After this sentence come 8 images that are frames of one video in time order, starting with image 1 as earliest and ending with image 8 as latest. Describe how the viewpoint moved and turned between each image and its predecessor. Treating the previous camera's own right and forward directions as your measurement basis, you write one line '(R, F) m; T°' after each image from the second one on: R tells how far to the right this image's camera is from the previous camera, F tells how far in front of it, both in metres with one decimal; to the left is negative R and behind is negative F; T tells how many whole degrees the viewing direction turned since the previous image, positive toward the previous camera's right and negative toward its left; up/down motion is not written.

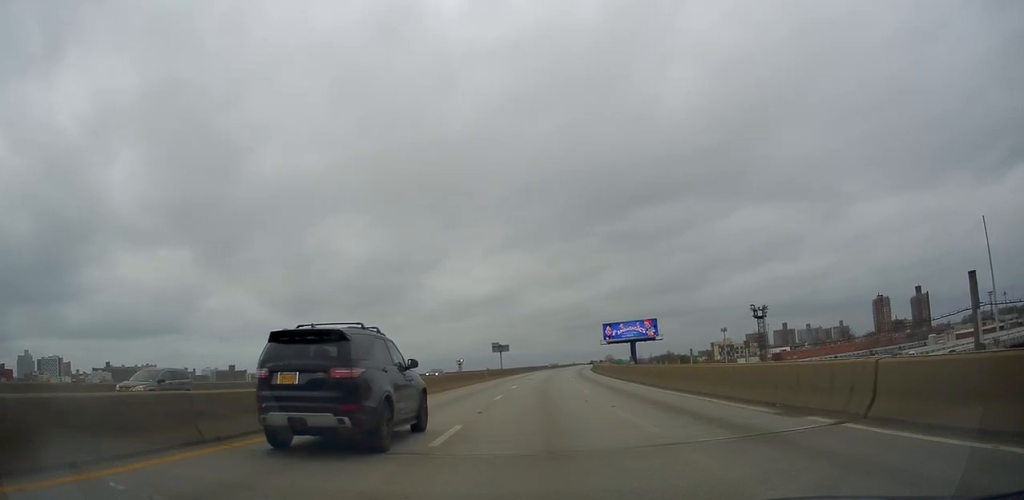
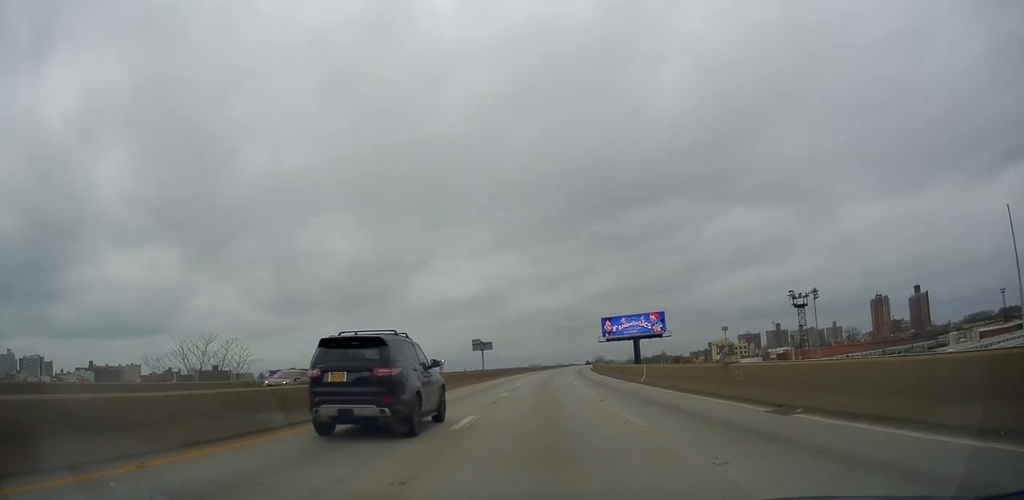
(+0.1, +22.1) m; +1°
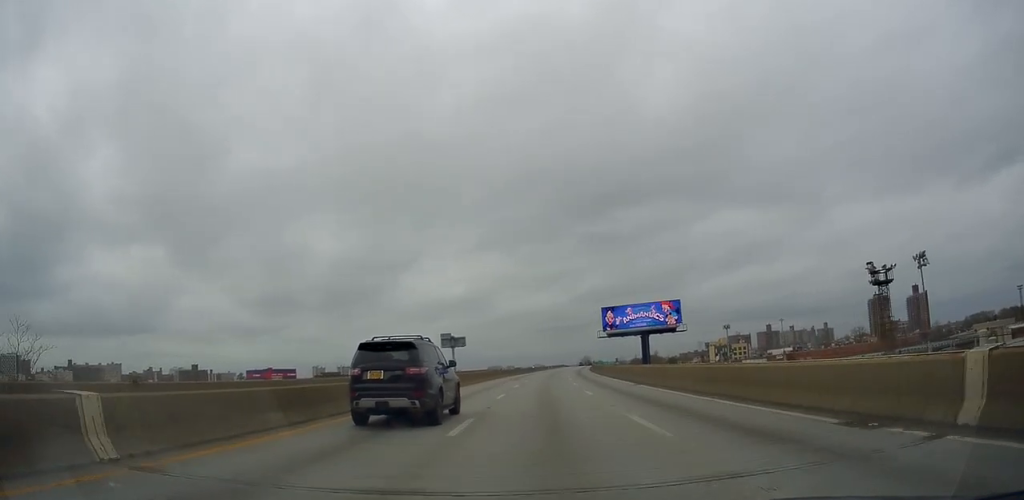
(+0.6, +26.3) m; +3°
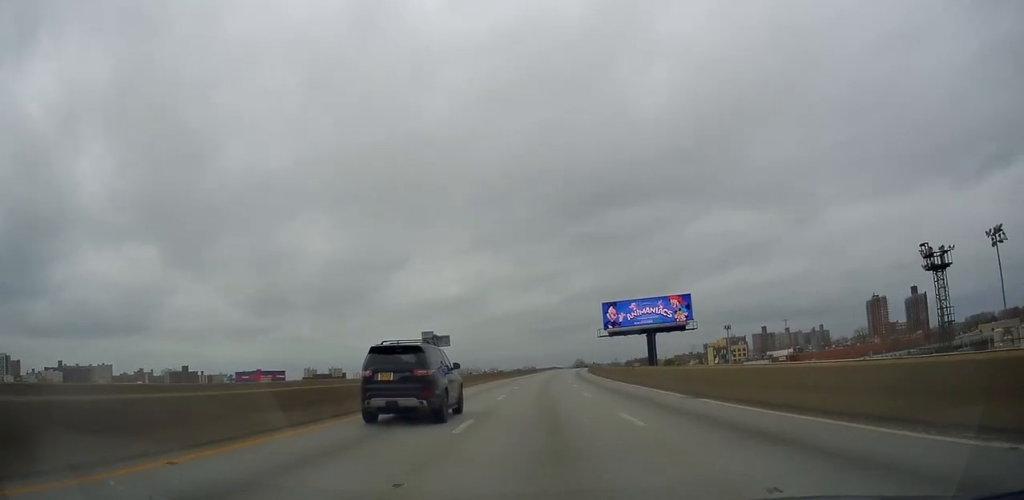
(+0.1, +11.6) m; +1°
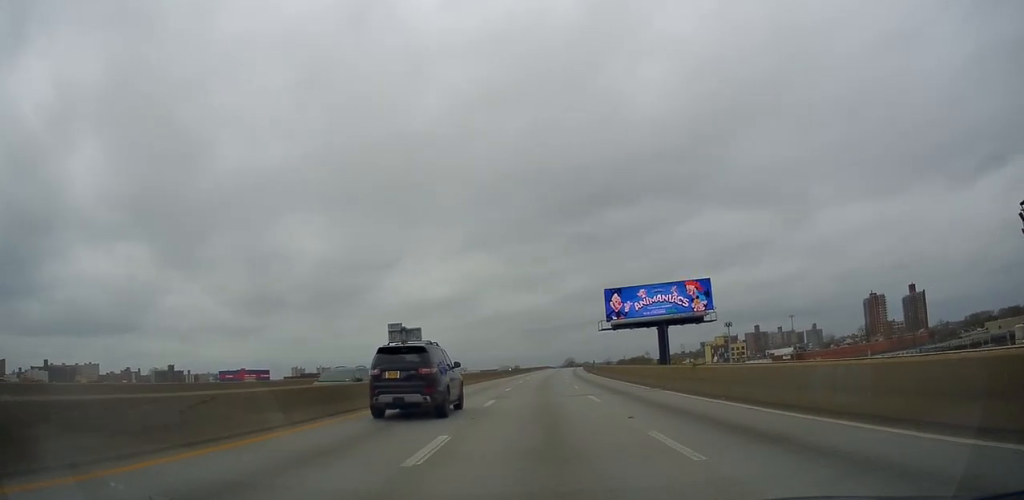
(+0.2, +15.8) m; +1°
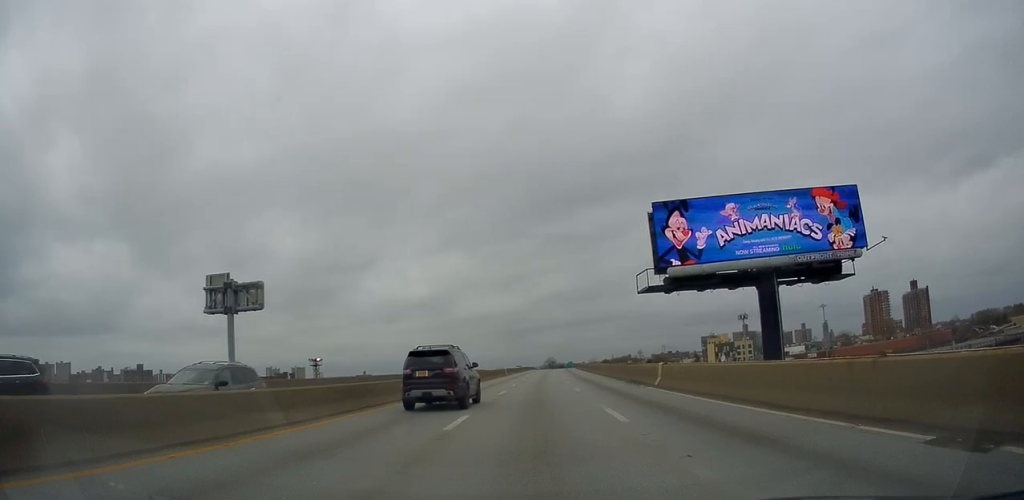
(+0.6, +42.1) m; +1°
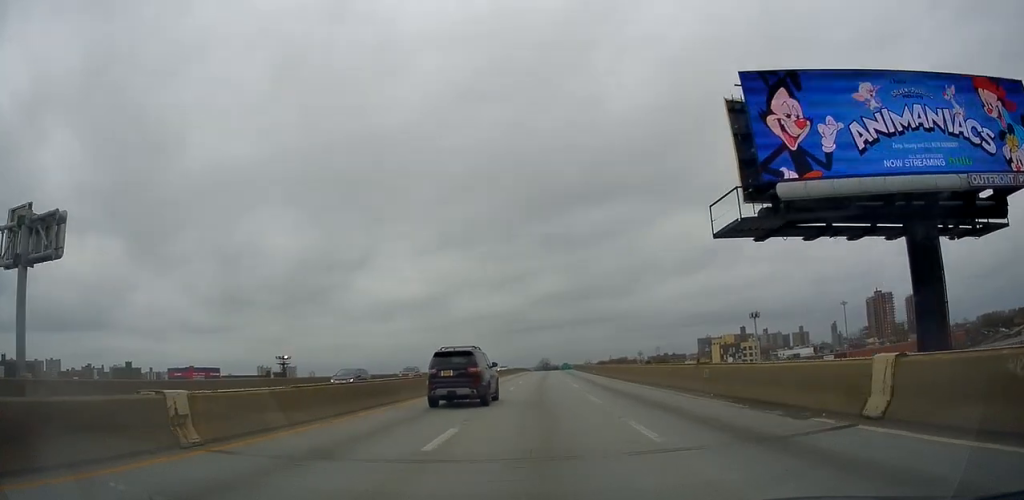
(0.0, +17.9) m; +1°
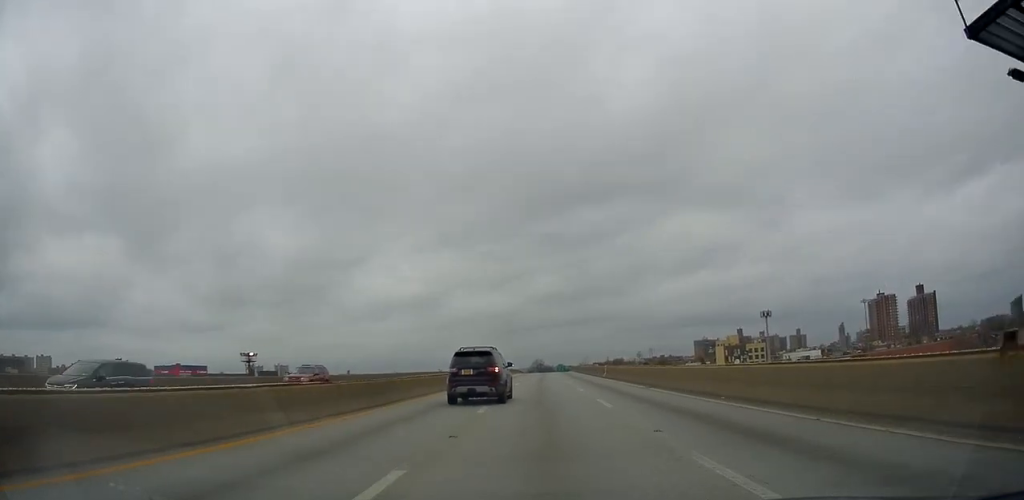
(+0.1, +15.4) m; +1°
